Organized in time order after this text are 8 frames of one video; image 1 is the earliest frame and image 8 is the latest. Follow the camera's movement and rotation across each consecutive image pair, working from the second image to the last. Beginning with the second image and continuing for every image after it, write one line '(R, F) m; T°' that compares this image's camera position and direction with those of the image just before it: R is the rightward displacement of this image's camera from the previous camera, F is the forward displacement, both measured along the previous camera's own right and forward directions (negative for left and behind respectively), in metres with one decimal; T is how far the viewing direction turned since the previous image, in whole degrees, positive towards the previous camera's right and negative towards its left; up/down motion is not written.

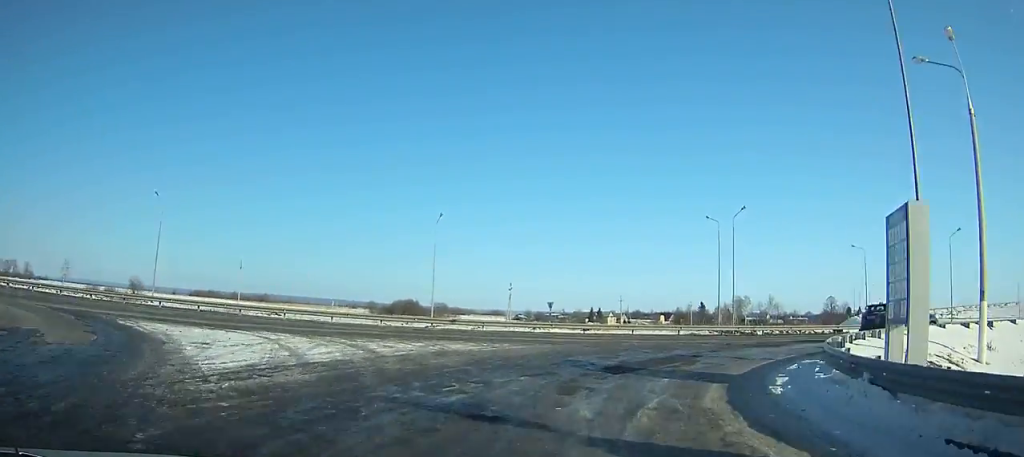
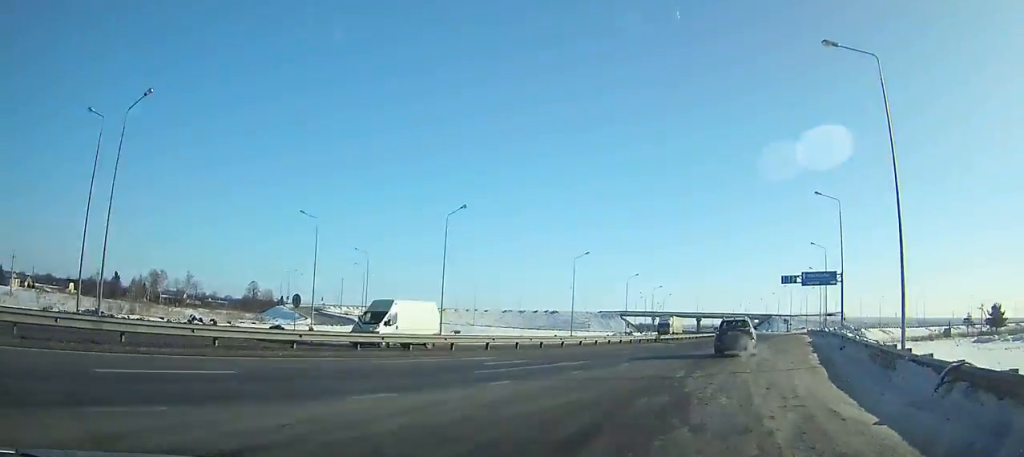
(+8.2, +22.9) m; +44°
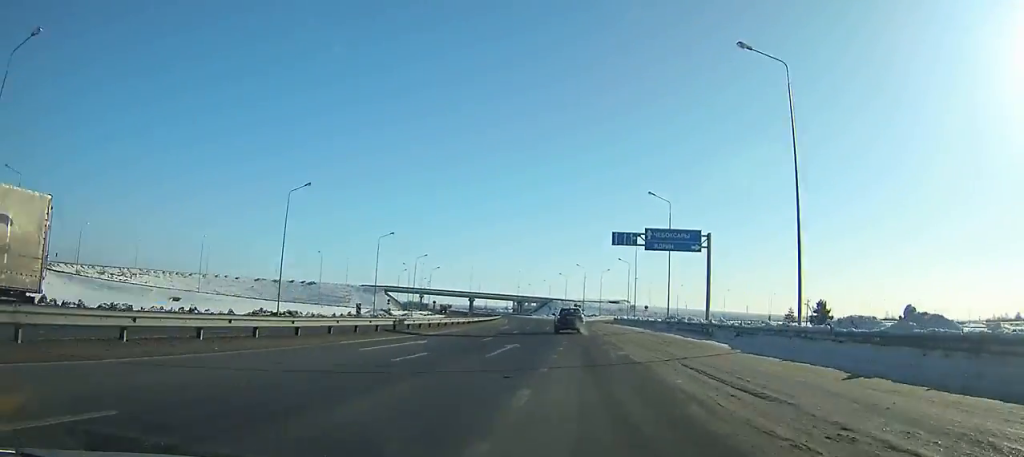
(+9.6, +27.5) m; +27°
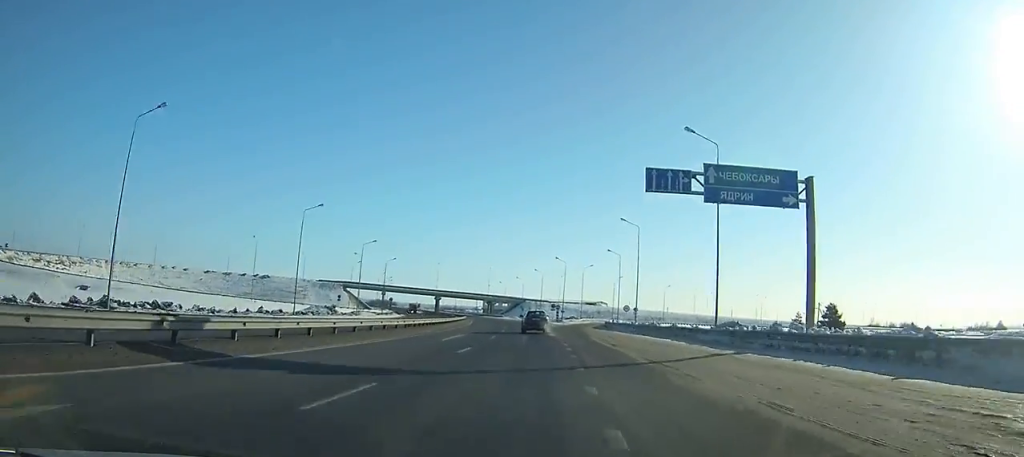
(+1.3, +19.6) m; +4°
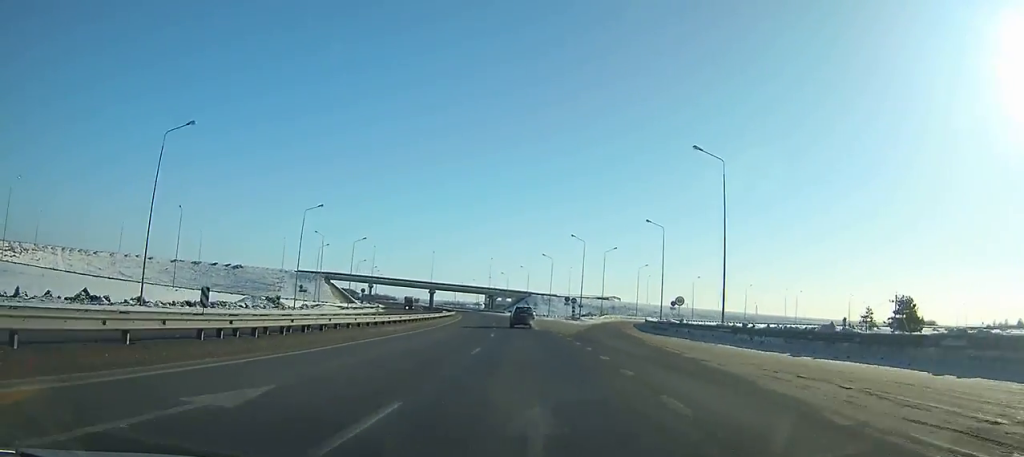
(+0.6, +23.3) m; +1°
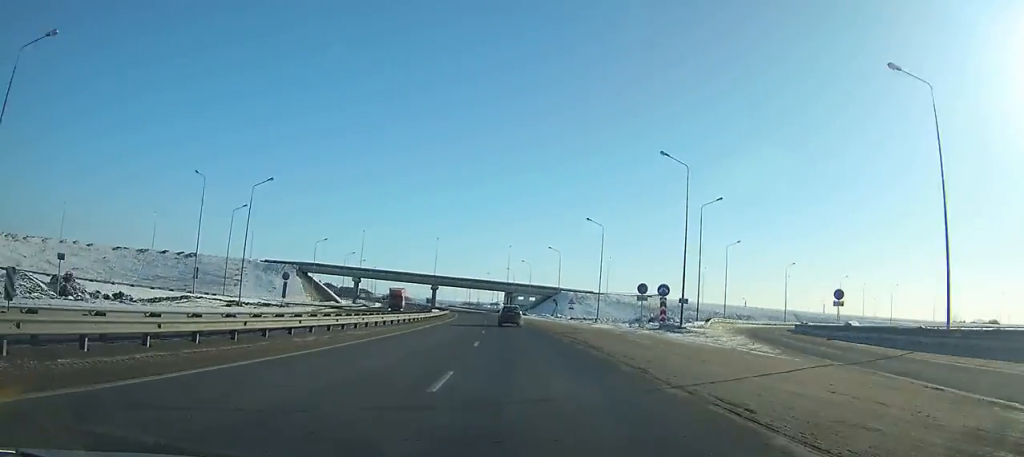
(-0.2, +41.6) m; -2°
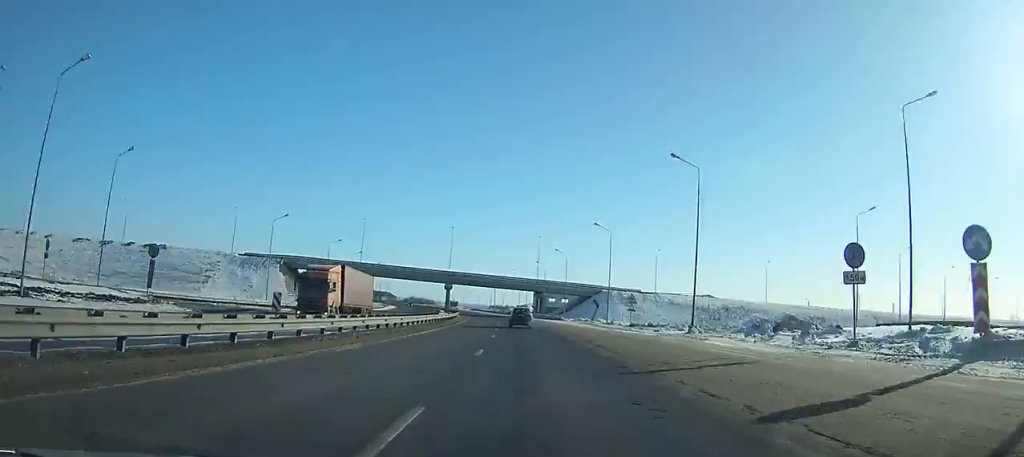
(-0.8, +28.1) m; -2°
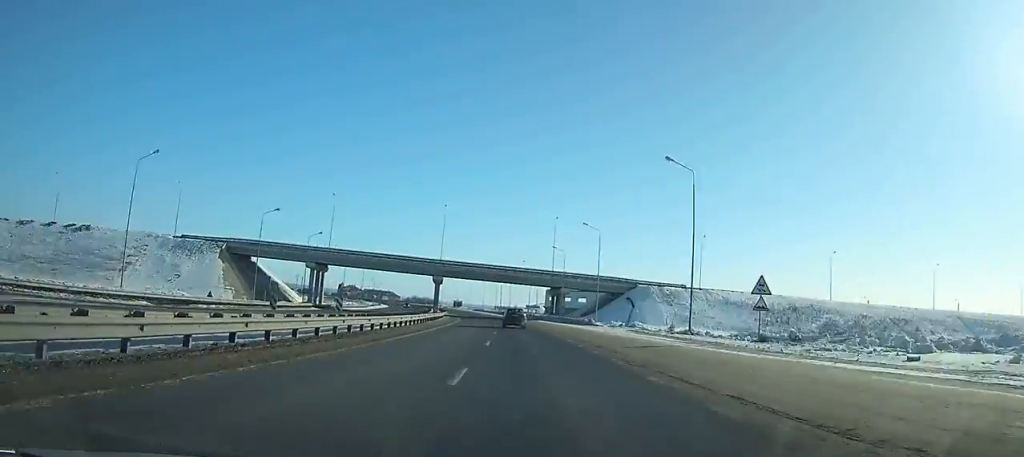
(-0.3, +28.8) m; -2°
